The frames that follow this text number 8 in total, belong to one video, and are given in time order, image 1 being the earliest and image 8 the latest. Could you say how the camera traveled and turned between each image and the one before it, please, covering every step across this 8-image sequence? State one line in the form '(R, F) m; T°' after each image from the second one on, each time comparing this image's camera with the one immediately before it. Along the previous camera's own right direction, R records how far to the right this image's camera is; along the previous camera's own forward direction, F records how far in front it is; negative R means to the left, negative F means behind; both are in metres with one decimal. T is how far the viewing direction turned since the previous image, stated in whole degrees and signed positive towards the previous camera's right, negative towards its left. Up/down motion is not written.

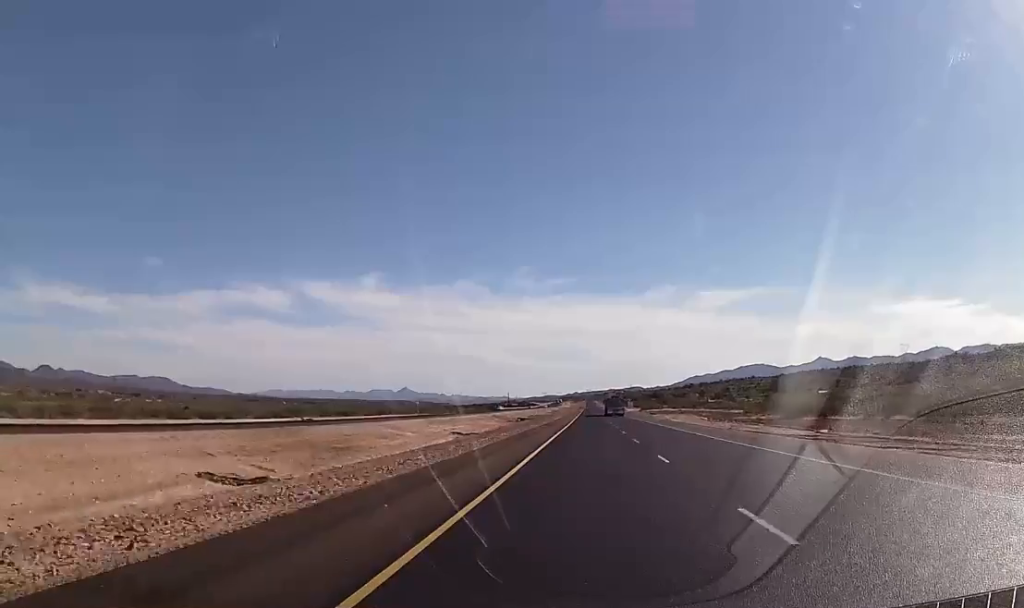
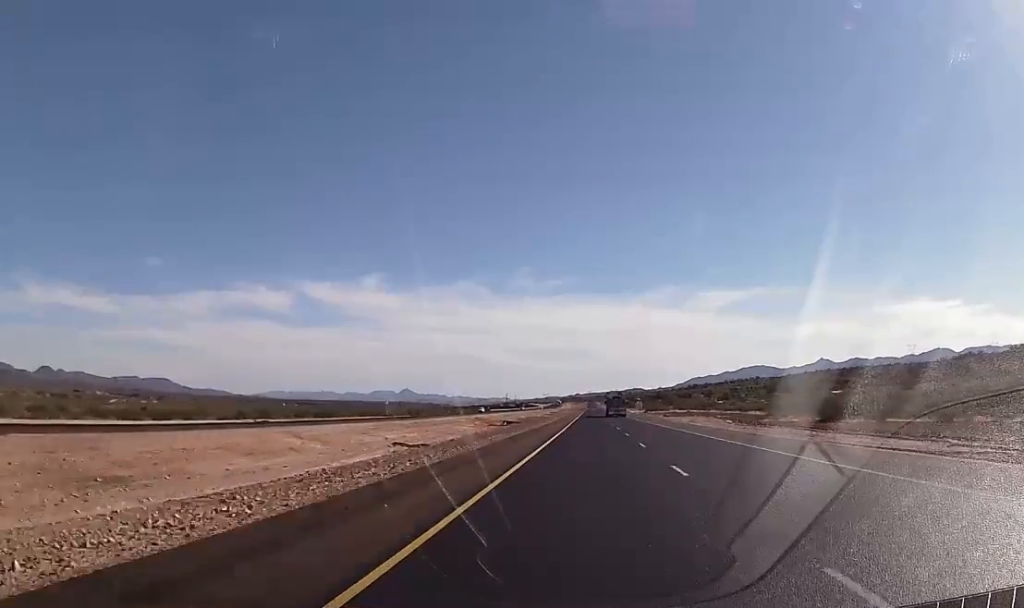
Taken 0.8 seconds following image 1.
(0.0, +28.5) m; 0°
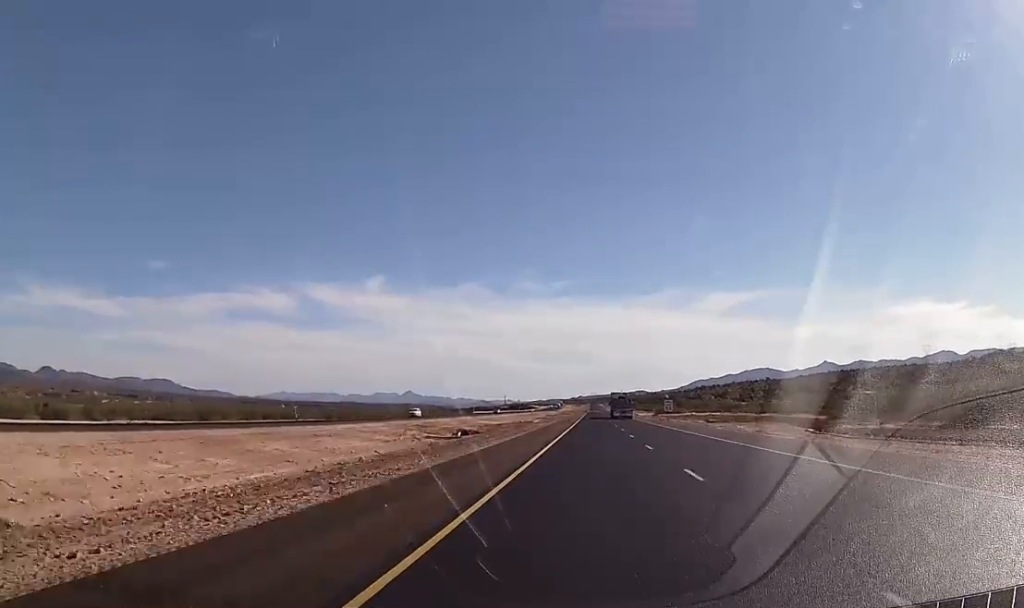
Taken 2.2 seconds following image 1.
(-0.4, +49.9) m; 0°
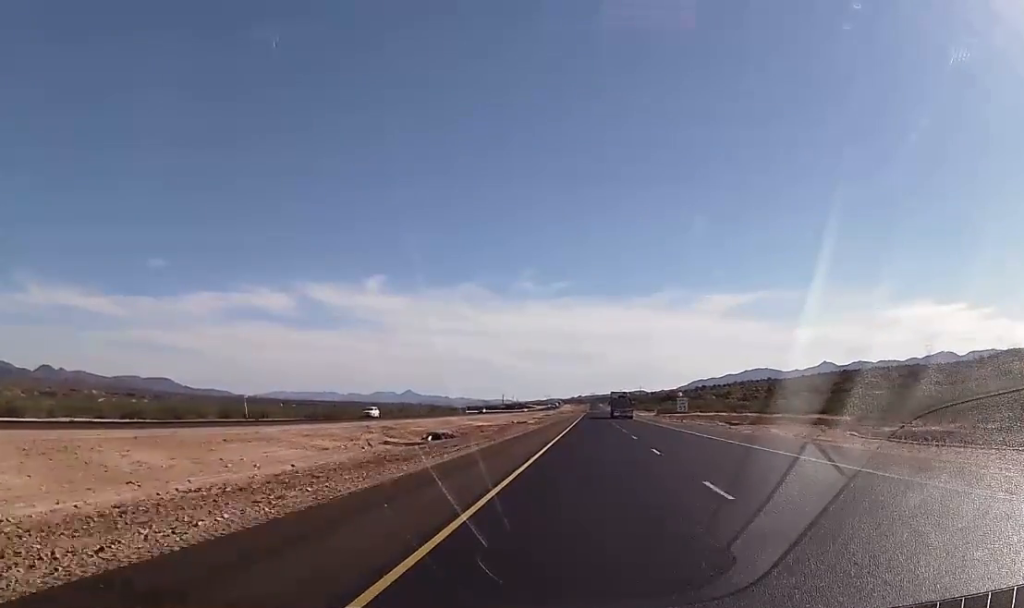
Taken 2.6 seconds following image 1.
(0.0, +15.4) m; 0°
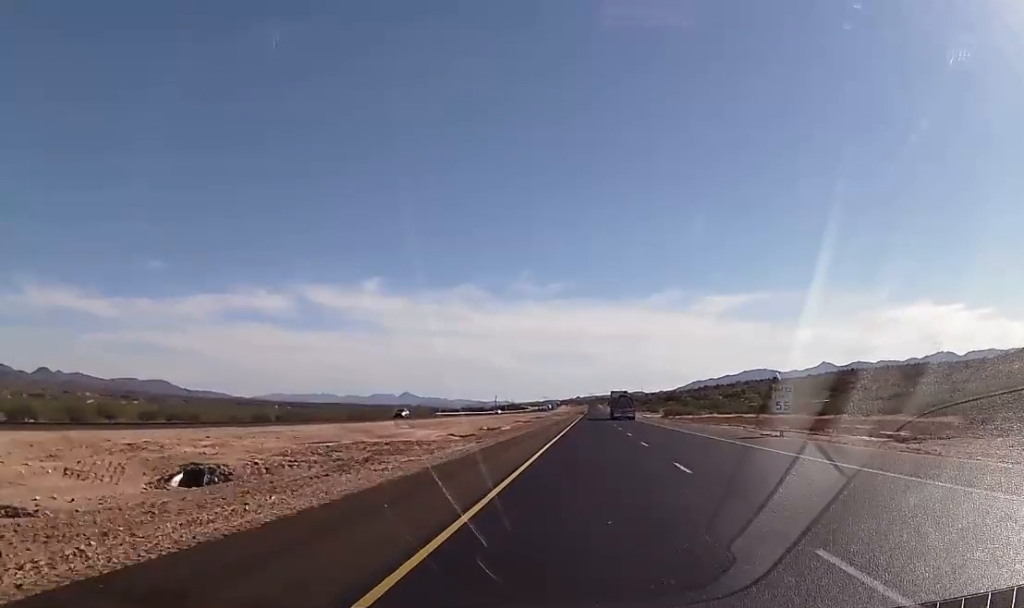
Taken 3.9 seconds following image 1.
(+0.4, +43.6) m; 0°
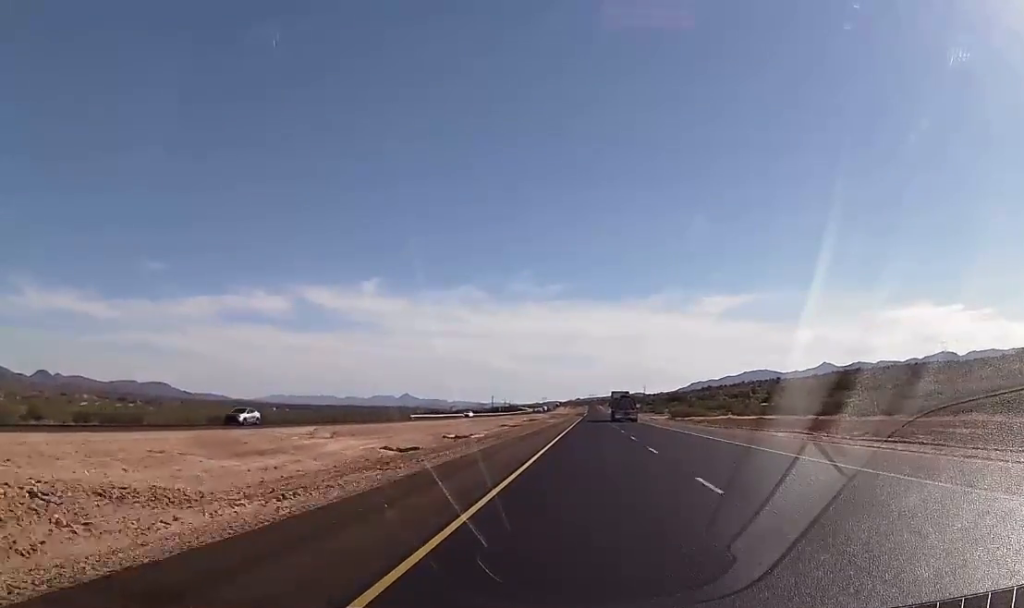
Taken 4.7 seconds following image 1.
(-0.1, +28.3) m; 0°
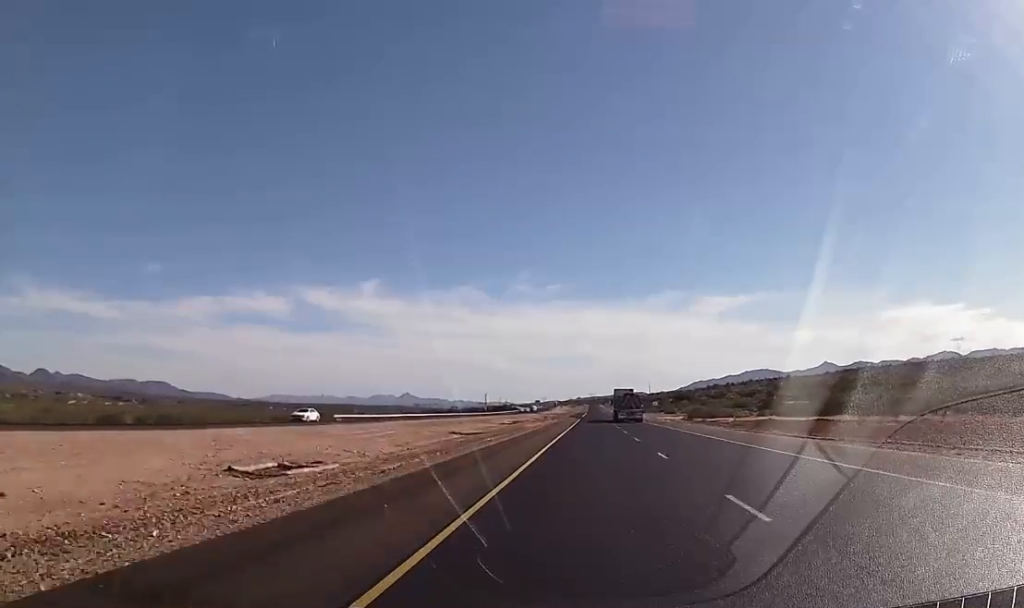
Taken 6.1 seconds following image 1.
(+0.1, +52.0) m; +1°
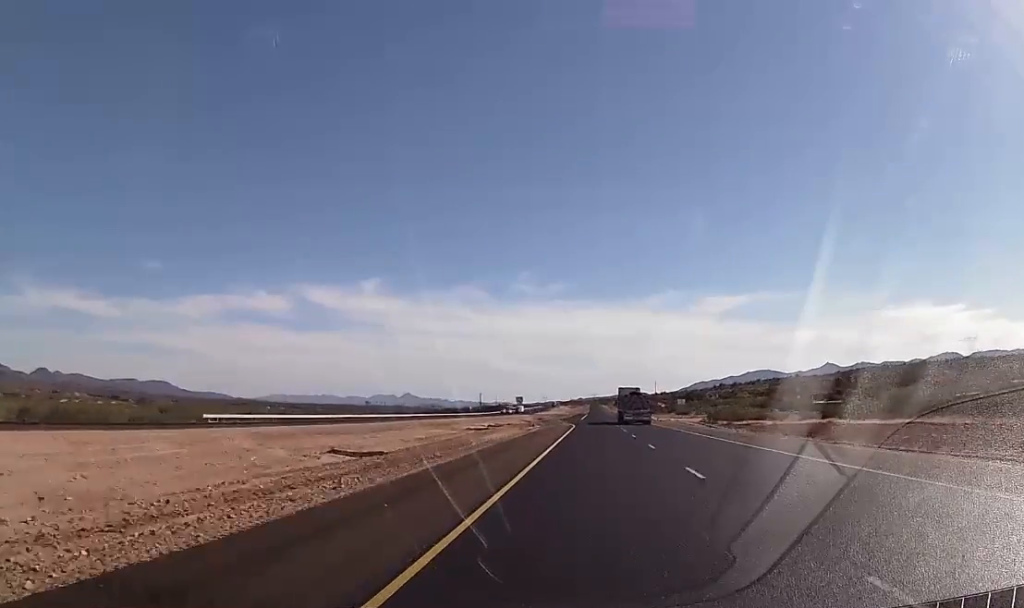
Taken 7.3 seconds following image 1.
(+0.1, +41.3) m; 0°
